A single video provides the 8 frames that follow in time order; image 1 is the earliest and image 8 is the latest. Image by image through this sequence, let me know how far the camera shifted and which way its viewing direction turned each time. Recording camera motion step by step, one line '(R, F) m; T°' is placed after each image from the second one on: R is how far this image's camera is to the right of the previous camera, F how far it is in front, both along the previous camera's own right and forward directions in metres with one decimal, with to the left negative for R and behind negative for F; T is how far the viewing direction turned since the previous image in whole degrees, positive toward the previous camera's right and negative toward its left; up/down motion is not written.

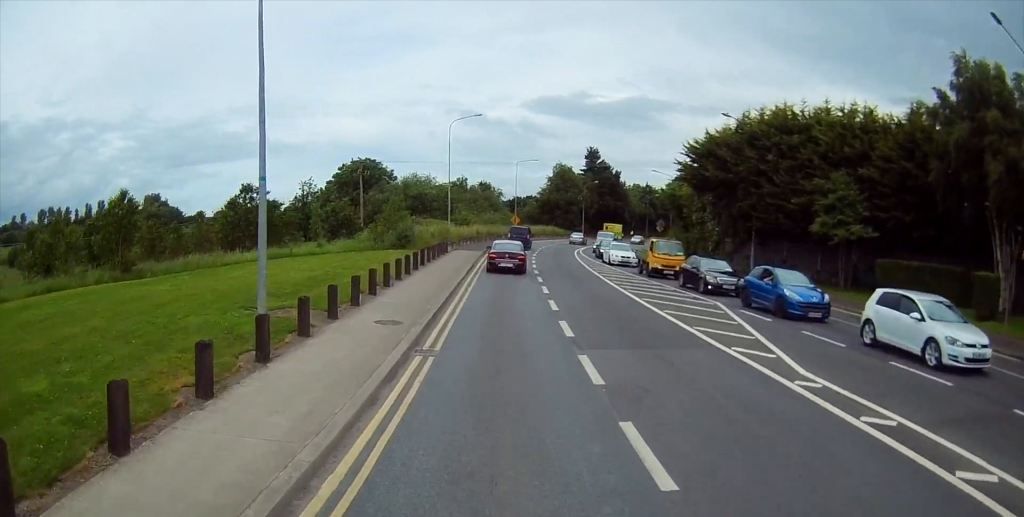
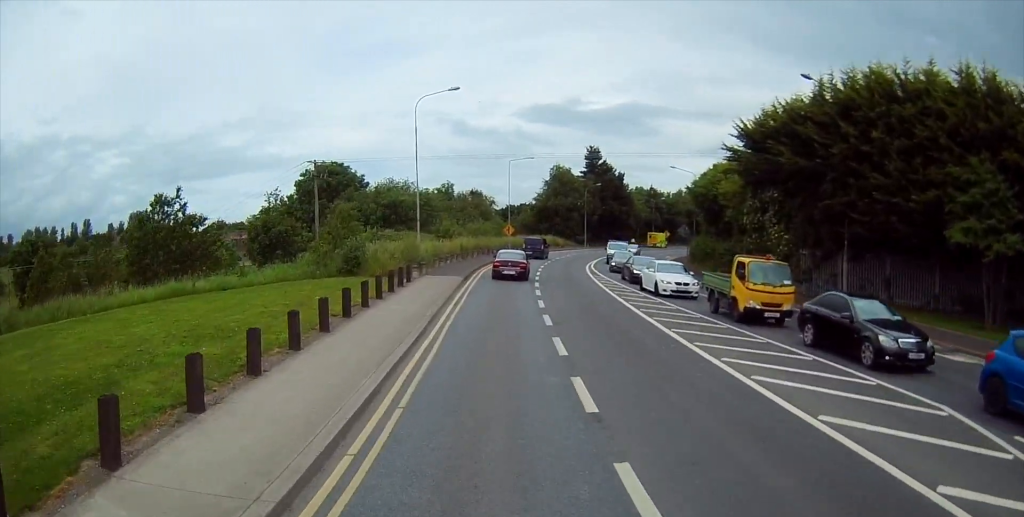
(+0.1, +13.2) m; 0°
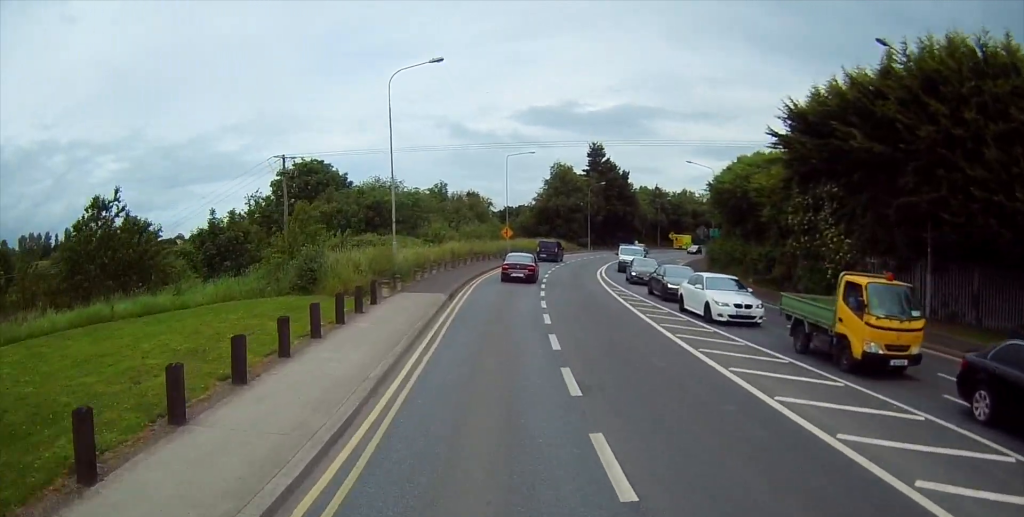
(0.0, +6.8) m; +1°
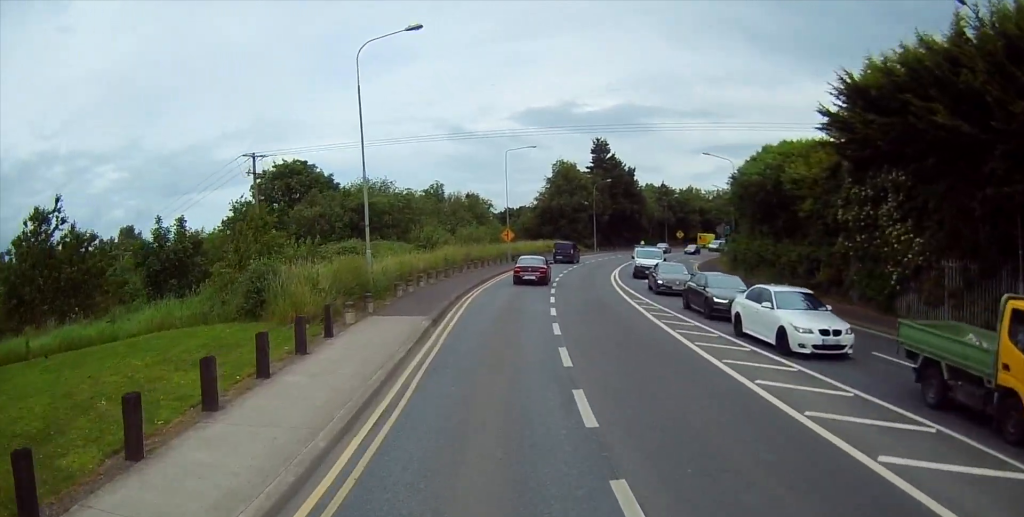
(0.0, +5.2) m; +2°
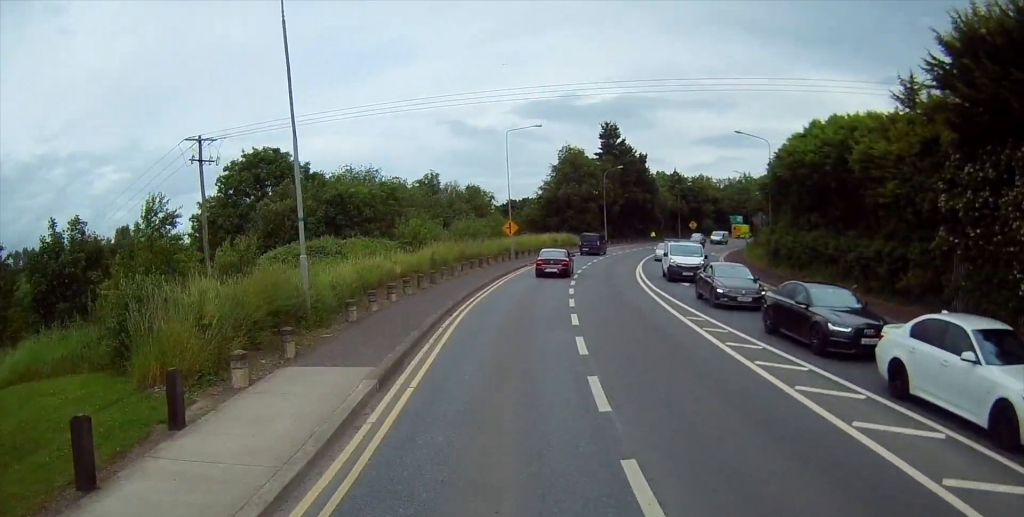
(+0.2, +7.5) m; 0°
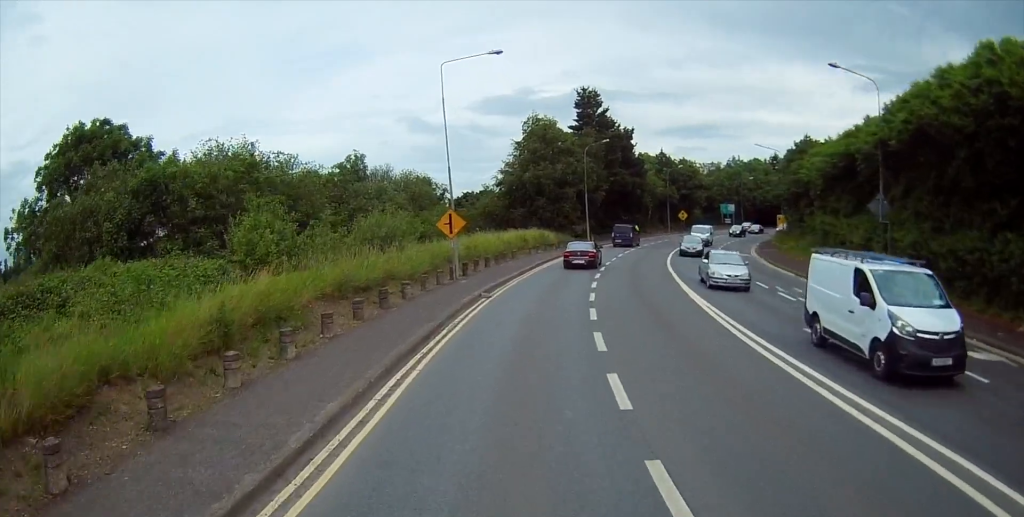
(-0.3, +20.6) m; 0°
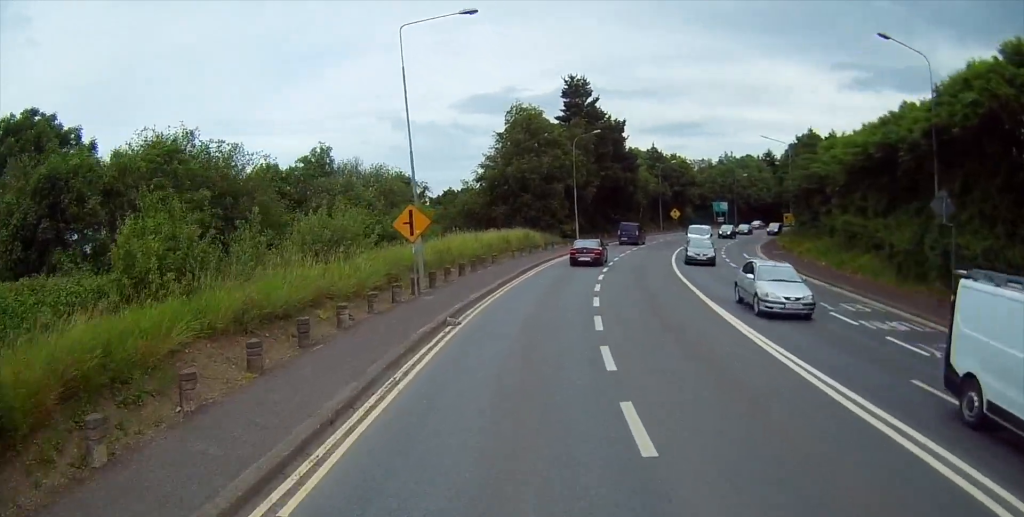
(0.0, +6.1) m; +2°
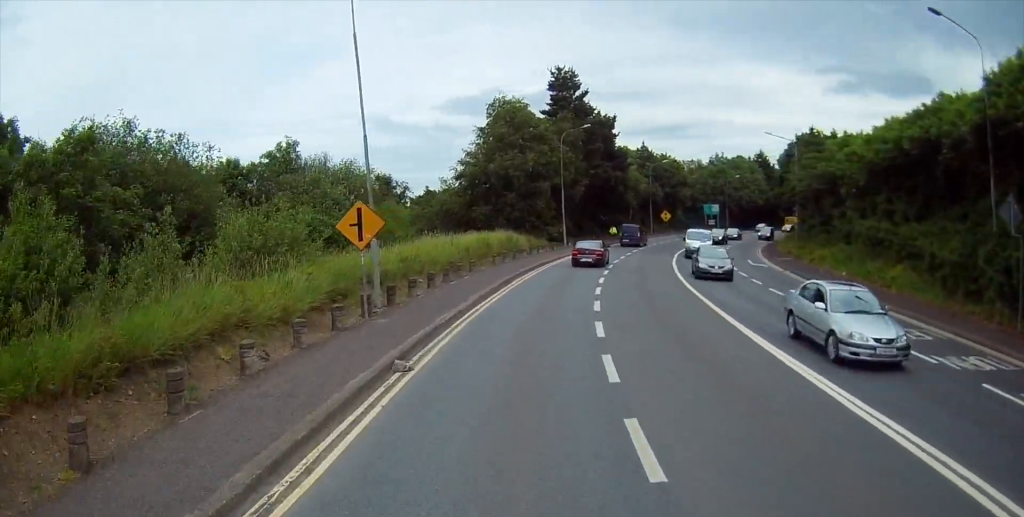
(+0.1, +4.9) m; +1°
